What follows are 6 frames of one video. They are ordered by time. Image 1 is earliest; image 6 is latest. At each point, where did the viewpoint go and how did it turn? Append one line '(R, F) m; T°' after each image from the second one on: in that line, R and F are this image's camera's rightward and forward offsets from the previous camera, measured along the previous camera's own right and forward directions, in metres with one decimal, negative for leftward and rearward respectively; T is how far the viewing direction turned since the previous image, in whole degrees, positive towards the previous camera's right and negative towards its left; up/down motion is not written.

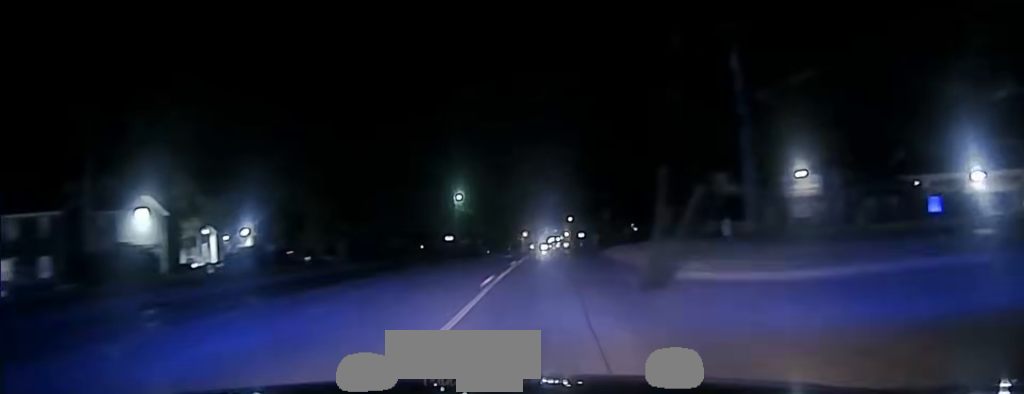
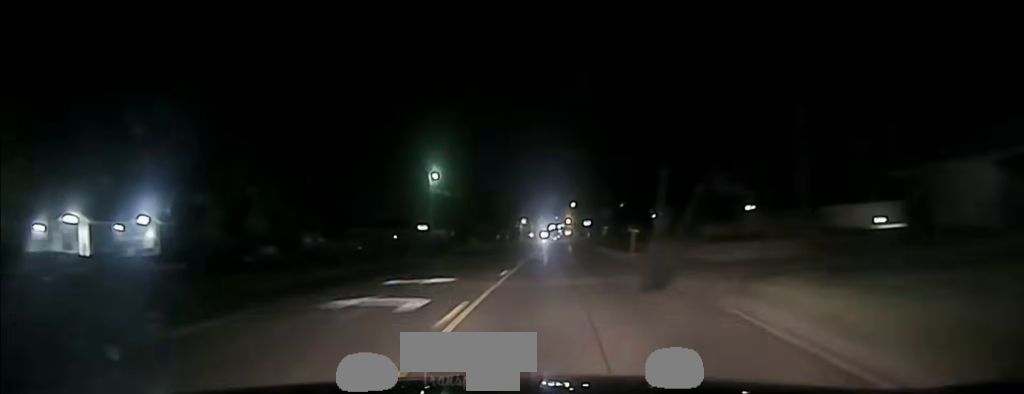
(0.0, +31.0) m; 0°
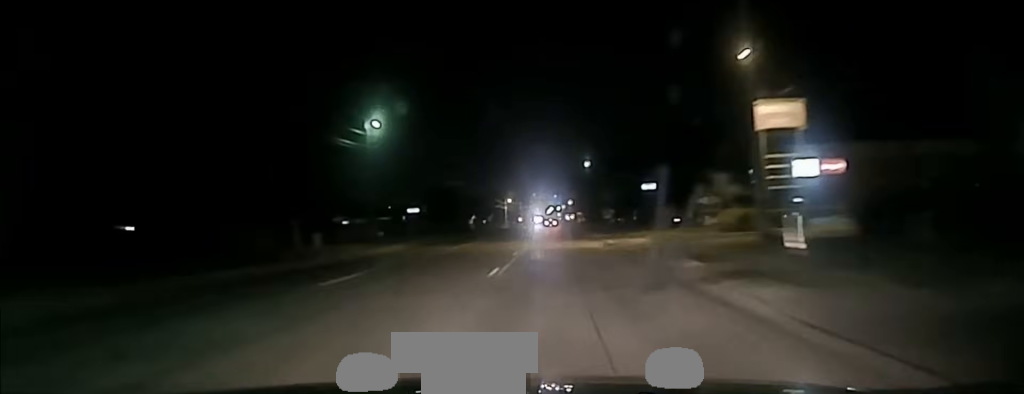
(0.0, +111.2) m; 0°
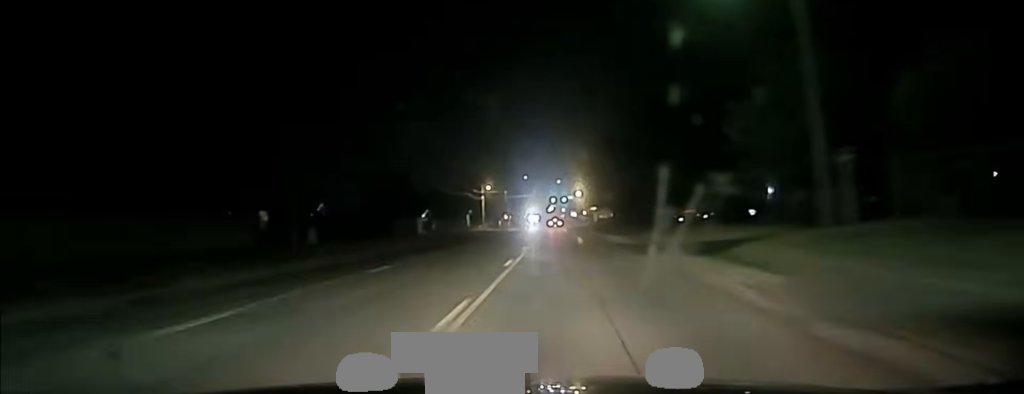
(0.0, +104.3) m; 0°
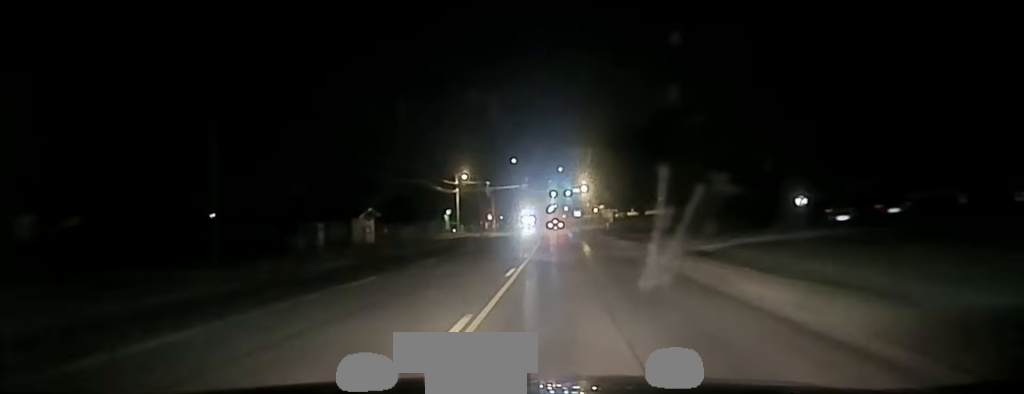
(0.0, +49.6) m; 0°
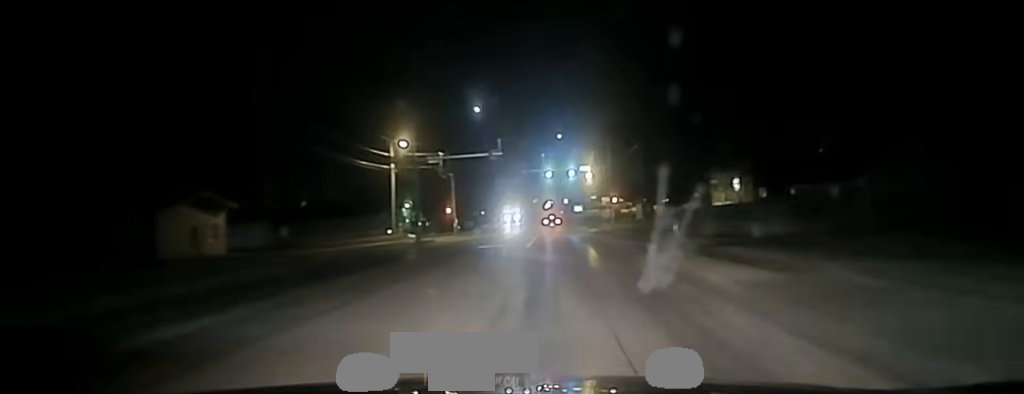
(0.0, +52.2) m; 0°
